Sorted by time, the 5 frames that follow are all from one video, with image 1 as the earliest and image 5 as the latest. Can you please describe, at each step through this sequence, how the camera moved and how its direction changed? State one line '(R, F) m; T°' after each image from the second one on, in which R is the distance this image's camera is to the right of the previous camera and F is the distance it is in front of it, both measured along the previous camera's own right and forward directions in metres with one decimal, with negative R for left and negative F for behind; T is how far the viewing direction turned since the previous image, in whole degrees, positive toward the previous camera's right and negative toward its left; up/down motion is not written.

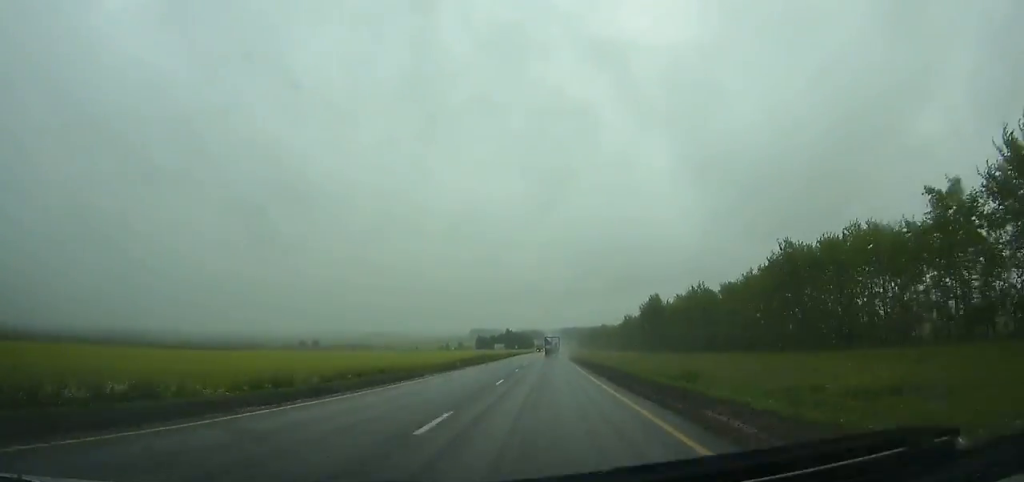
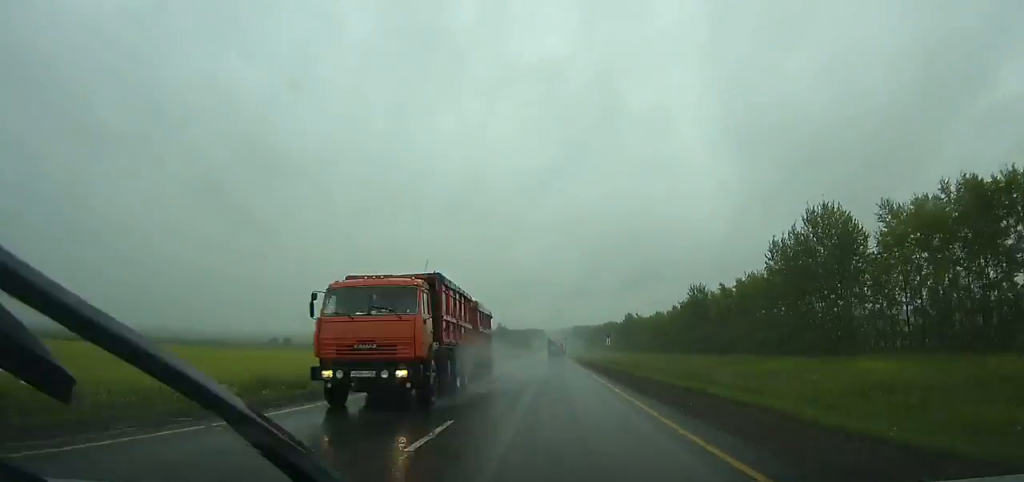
(0.0, +121.0) m; 0°
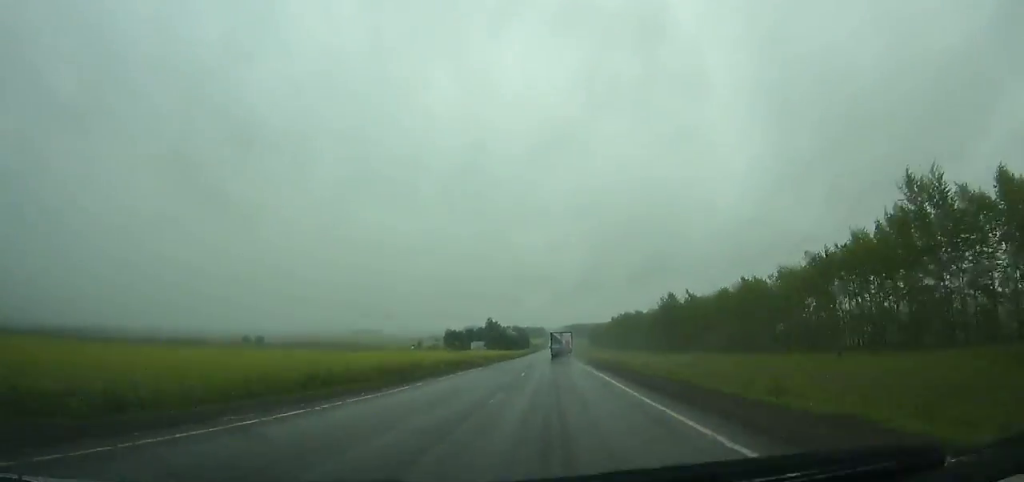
(0.0, +91.2) m; 0°
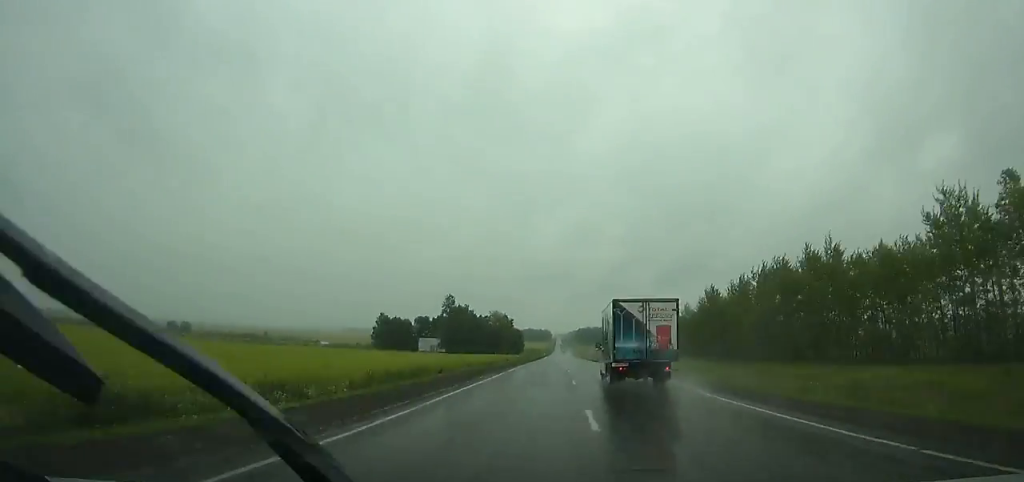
(-1.0, +195.1) m; 0°
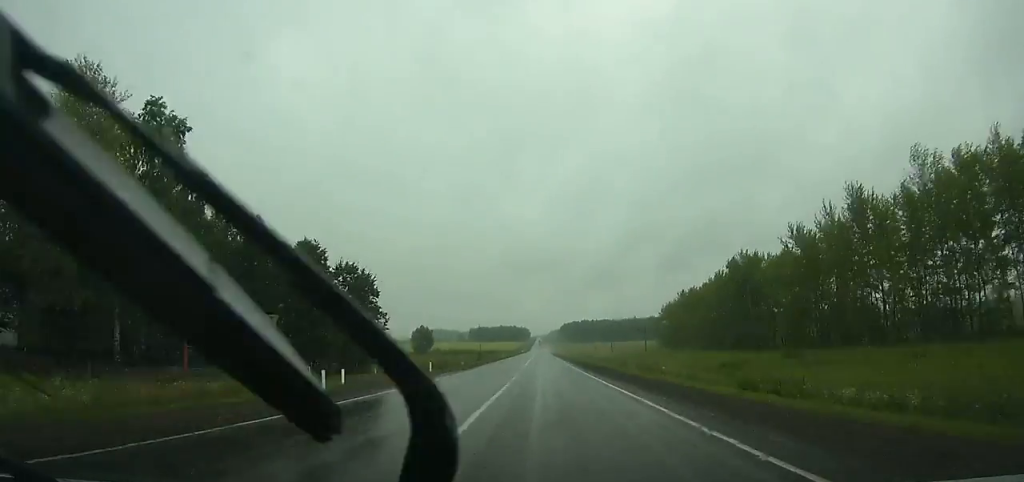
(+3.6, +205.0) m; +1°
